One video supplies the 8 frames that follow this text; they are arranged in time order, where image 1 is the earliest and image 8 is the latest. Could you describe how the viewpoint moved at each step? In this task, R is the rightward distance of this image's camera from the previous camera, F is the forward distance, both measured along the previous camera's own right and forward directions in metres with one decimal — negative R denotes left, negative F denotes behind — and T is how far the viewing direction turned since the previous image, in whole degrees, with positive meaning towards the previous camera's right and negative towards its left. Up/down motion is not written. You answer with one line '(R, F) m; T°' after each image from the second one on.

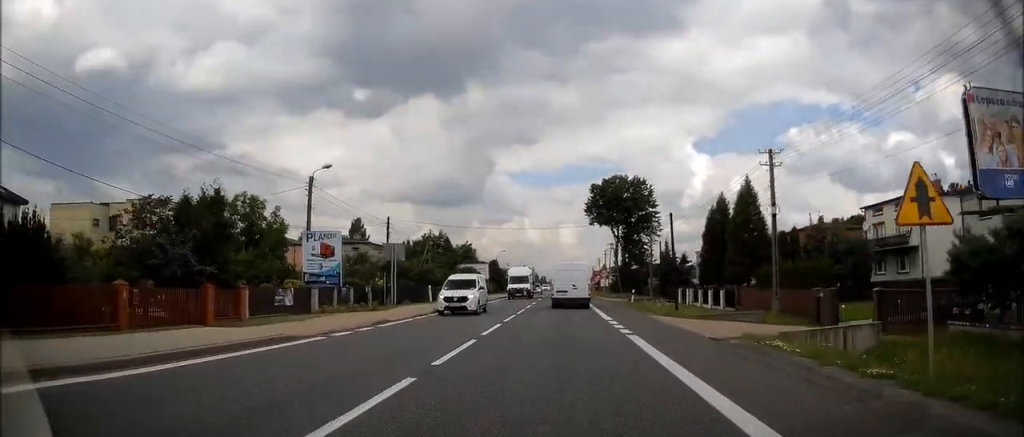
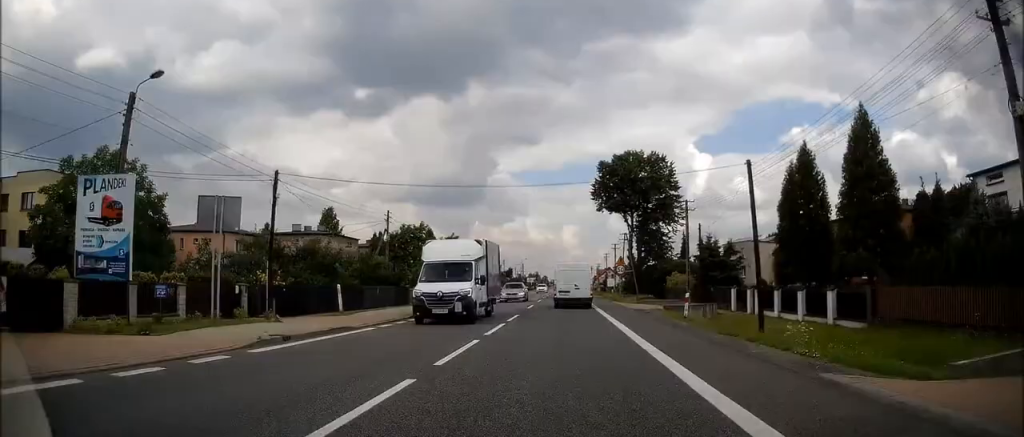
(-0.1, +17.5) m; +1°
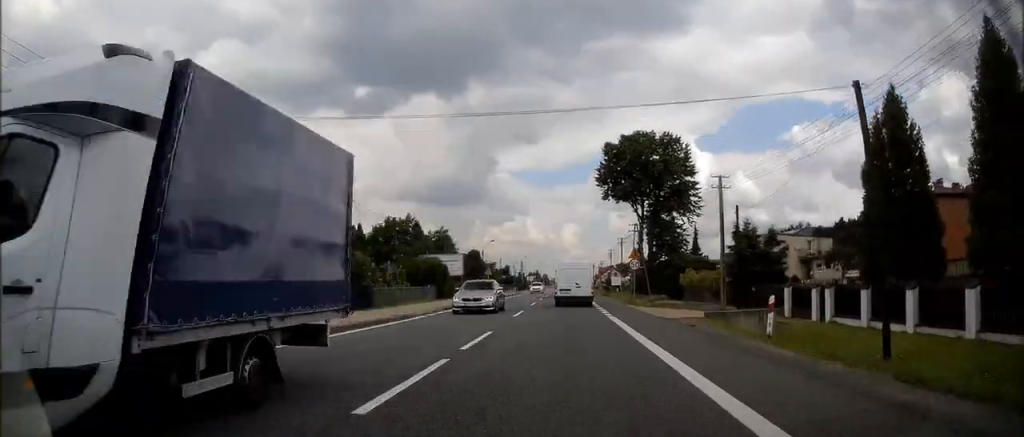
(+0.2, +9.7) m; 0°
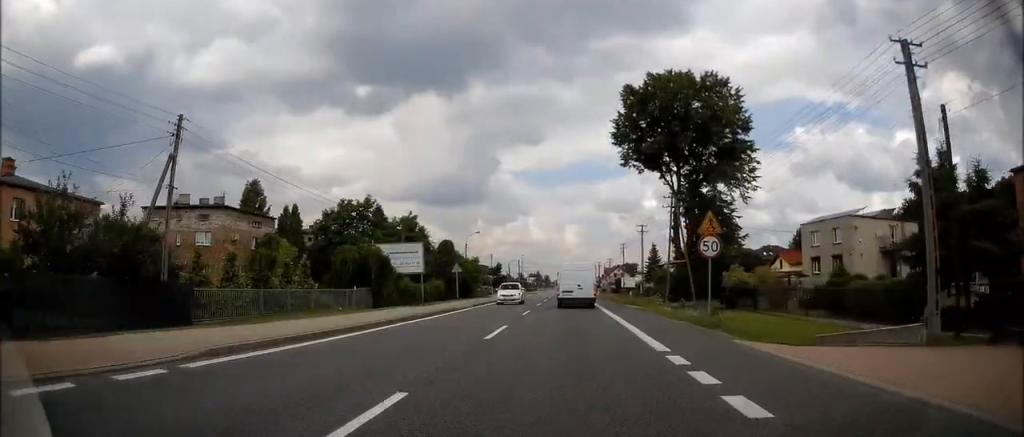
(-0.1, +20.6) m; 0°
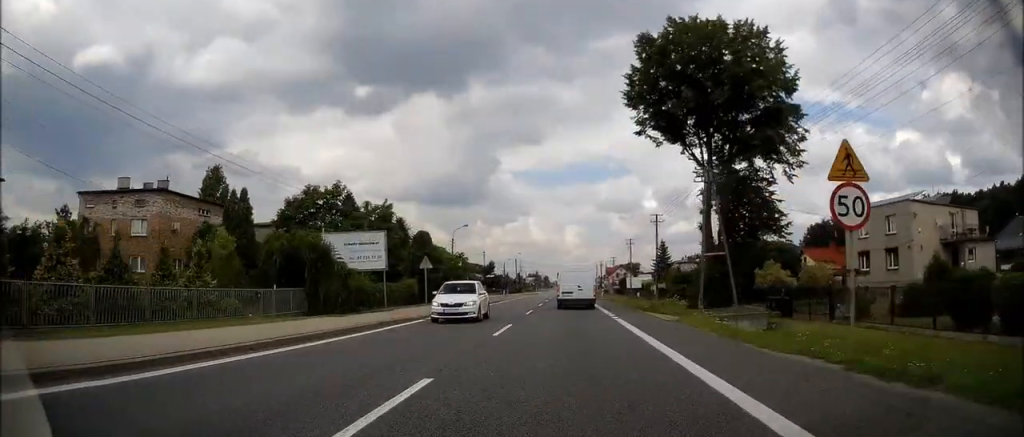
(0.0, +10.3) m; 0°
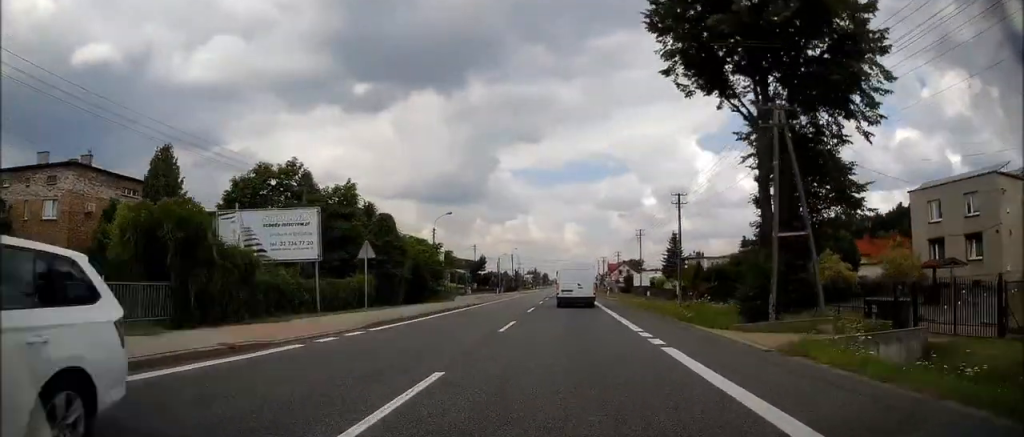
(+0.1, +11.0) m; 0°
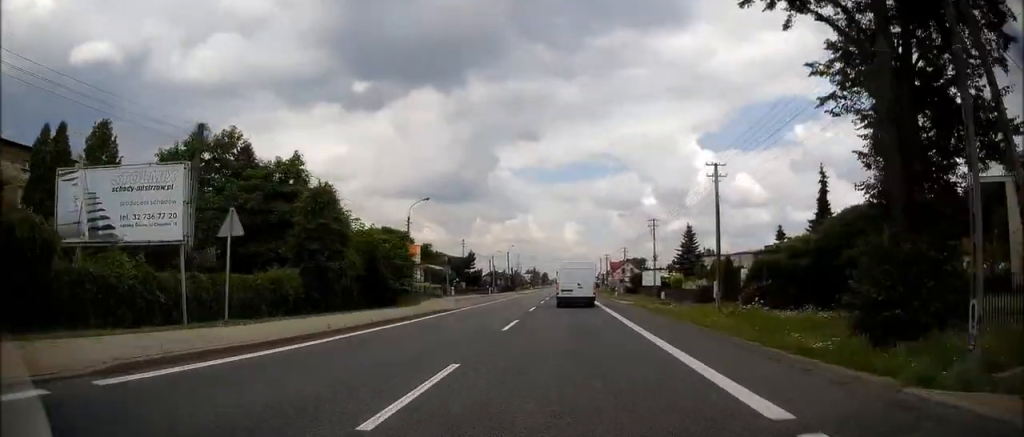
(0.0, +11.0) m; 0°
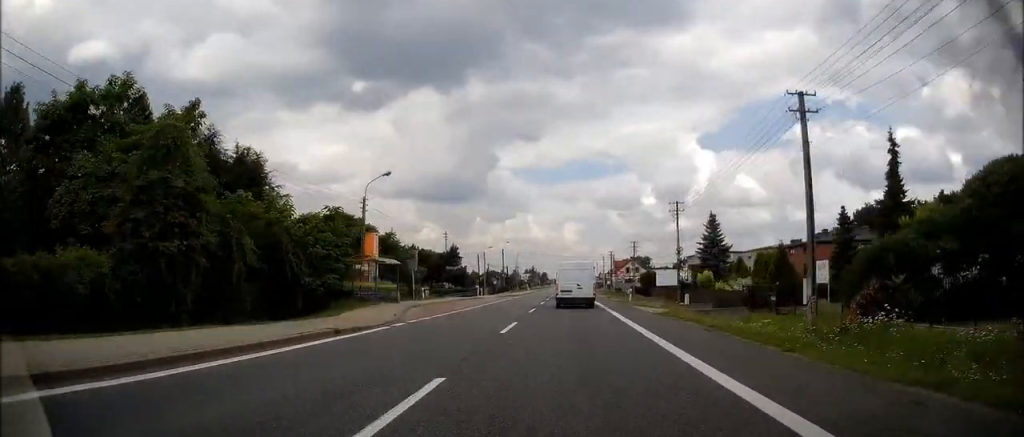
(0.0, +12.8) m; -1°
